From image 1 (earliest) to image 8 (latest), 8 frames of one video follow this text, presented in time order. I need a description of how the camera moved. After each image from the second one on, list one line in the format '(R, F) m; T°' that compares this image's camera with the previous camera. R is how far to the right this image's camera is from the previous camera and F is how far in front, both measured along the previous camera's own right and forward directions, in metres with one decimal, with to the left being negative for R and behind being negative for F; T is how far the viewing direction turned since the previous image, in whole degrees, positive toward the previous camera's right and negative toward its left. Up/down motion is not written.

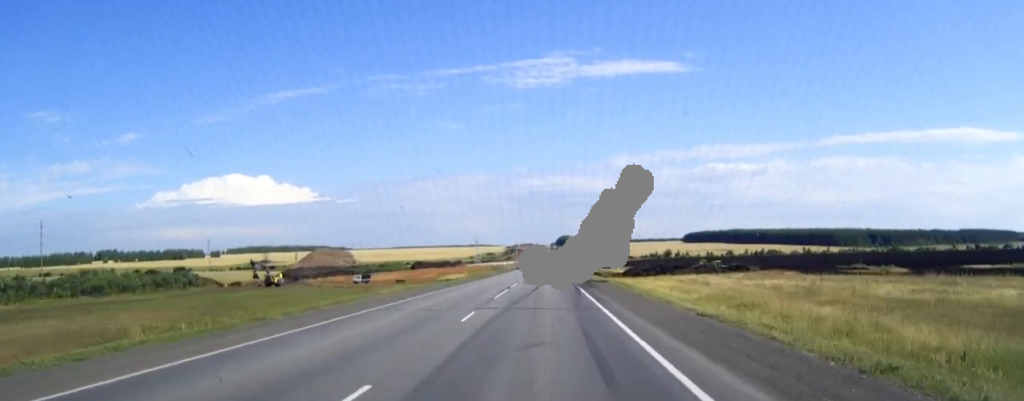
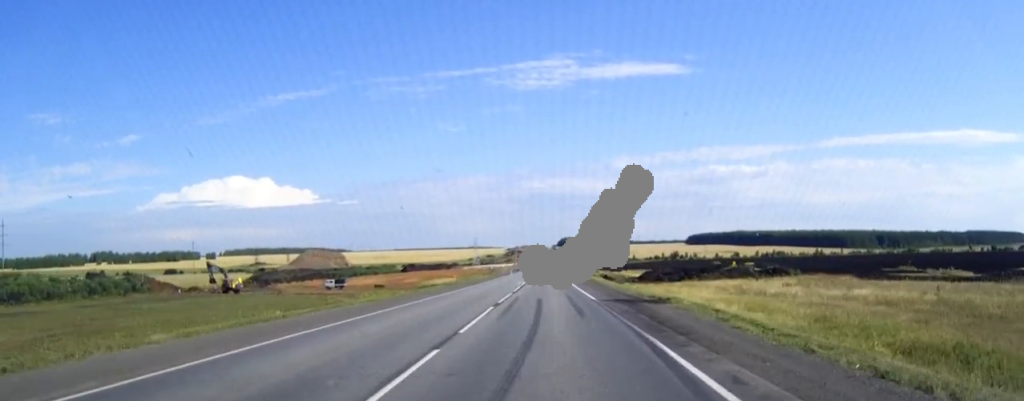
(0.0, +24.9) m; 0°
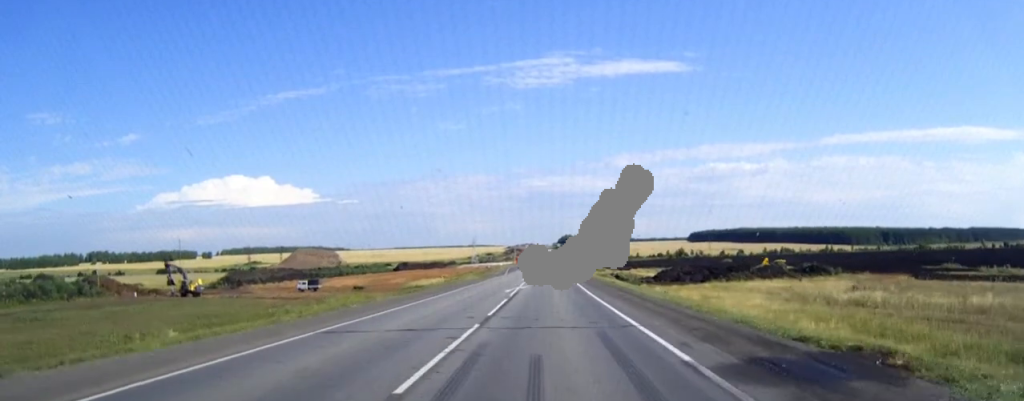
(0.0, +18.8) m; 0°
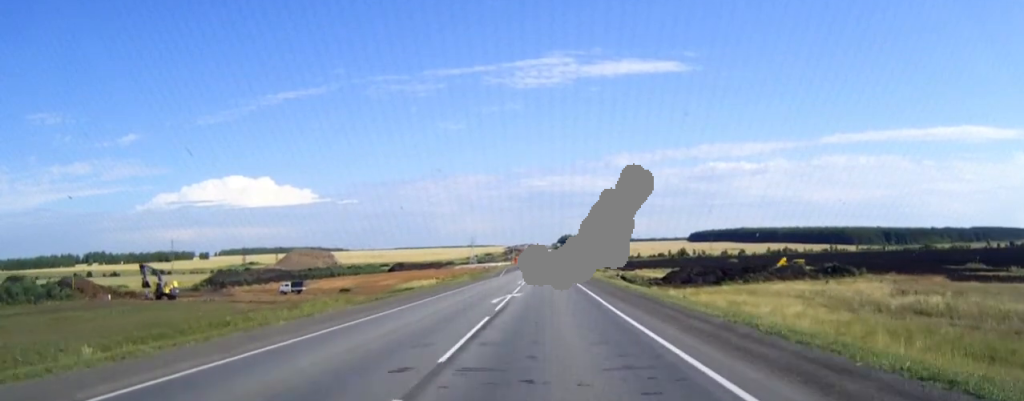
(0.0, +9.2) m; 0°
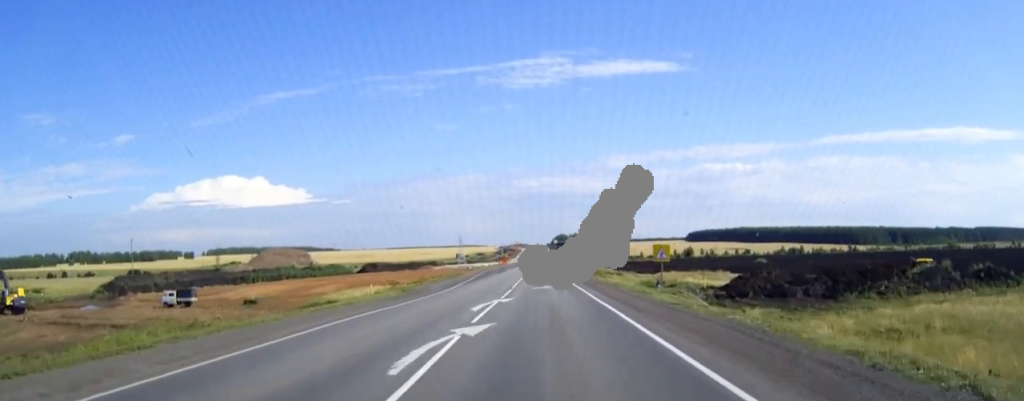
(0.0, +41.7) m; 0°
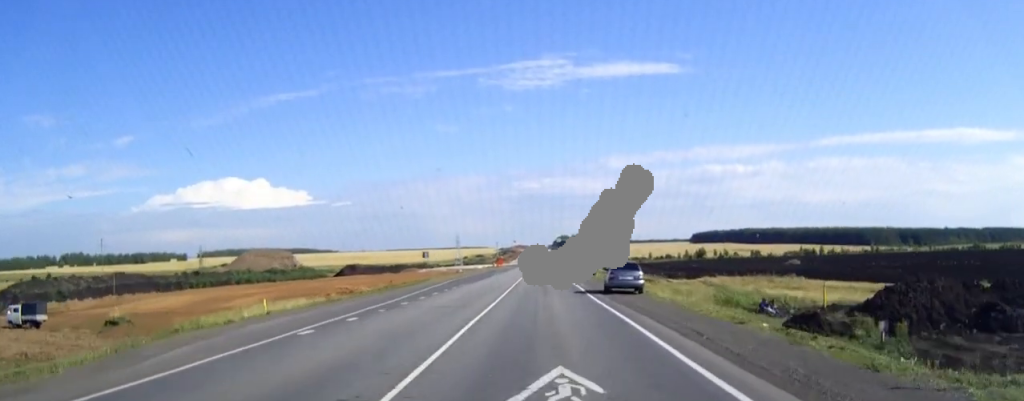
(0.0, +32.5) m; 0°
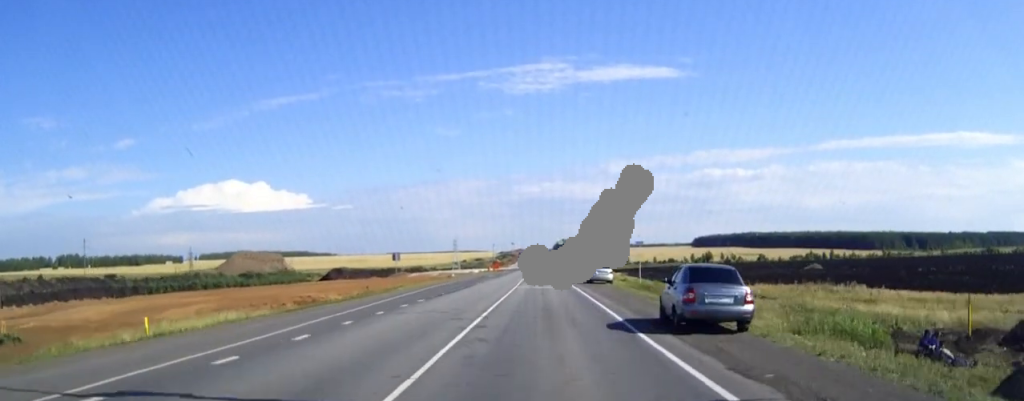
(0.0, +16.3) m; 0°
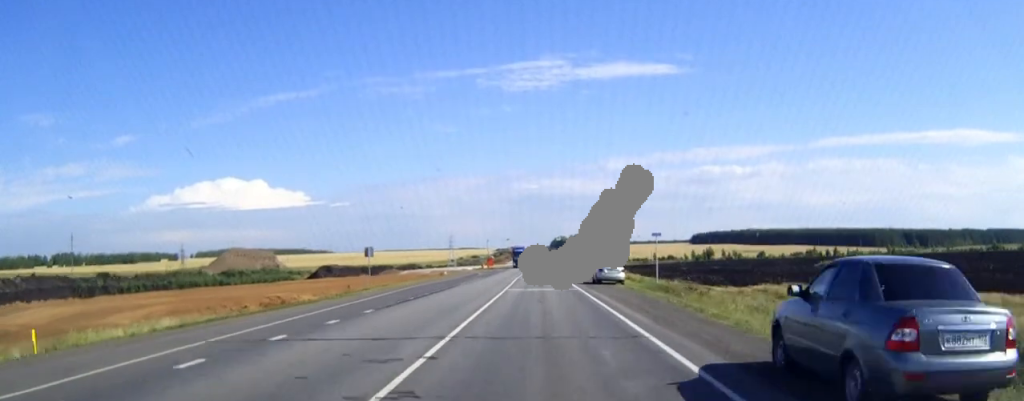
(0.0, +9.2) m; 0°
